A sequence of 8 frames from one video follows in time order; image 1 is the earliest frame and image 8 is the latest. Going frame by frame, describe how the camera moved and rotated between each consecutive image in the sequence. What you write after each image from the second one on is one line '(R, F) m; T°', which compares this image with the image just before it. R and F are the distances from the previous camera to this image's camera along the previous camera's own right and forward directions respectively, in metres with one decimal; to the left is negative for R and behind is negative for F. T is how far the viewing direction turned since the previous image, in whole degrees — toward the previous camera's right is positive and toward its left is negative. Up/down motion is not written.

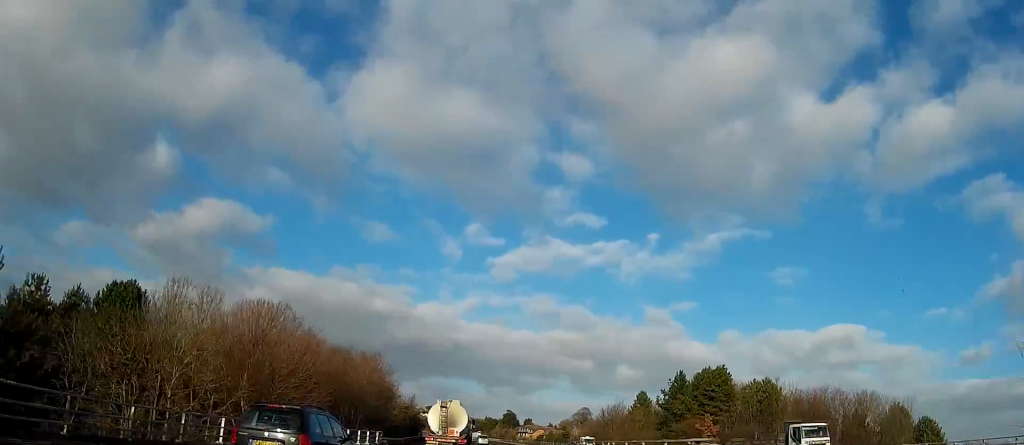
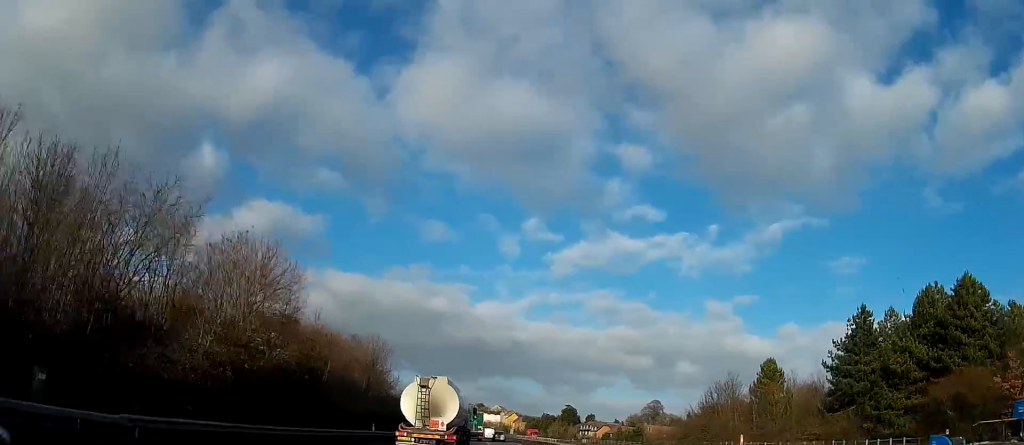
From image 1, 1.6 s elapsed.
(-2.2, +53.4) m; -5°
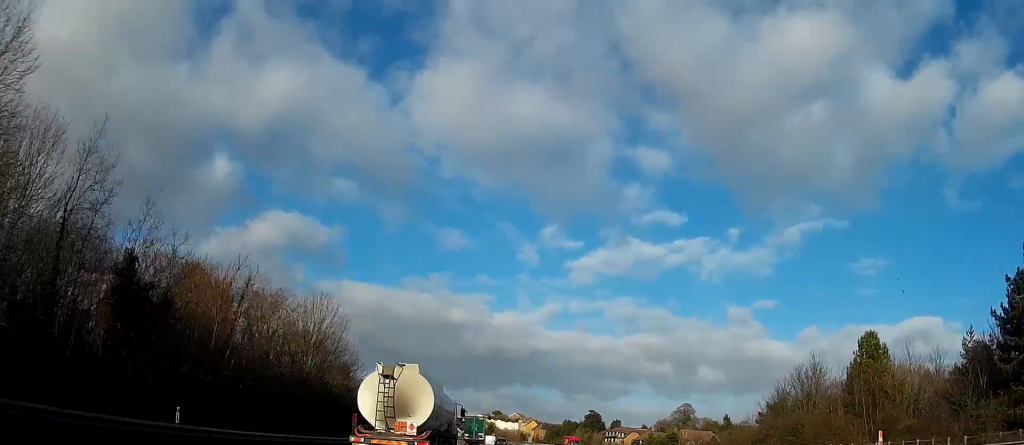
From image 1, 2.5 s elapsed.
(-0.6, +27.5) m; -2°
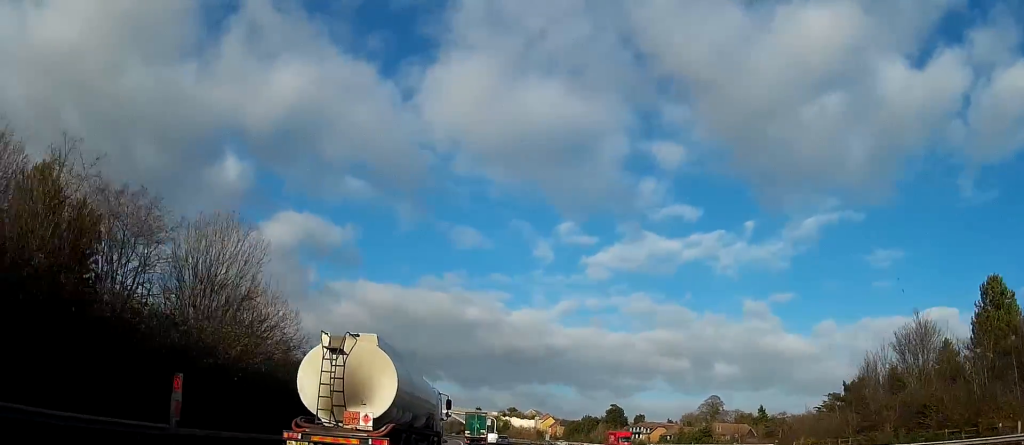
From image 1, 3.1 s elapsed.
(-0.3, +22.0) m; -2°
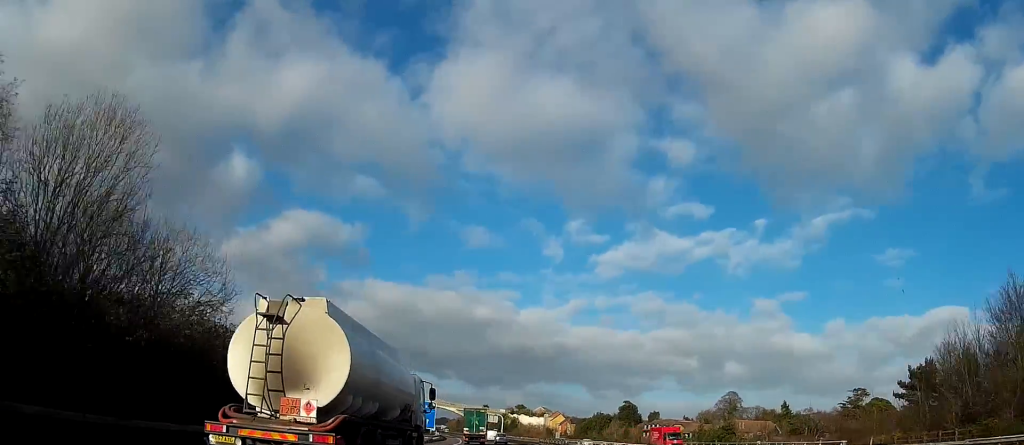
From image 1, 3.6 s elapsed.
(-0.2, +14.3) m; -1°
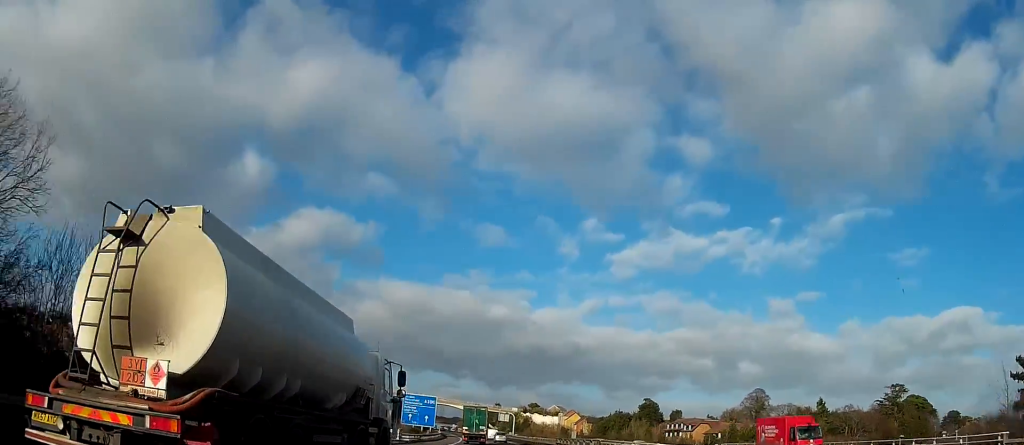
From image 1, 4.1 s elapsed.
(0.0, +18.6) m; -1°
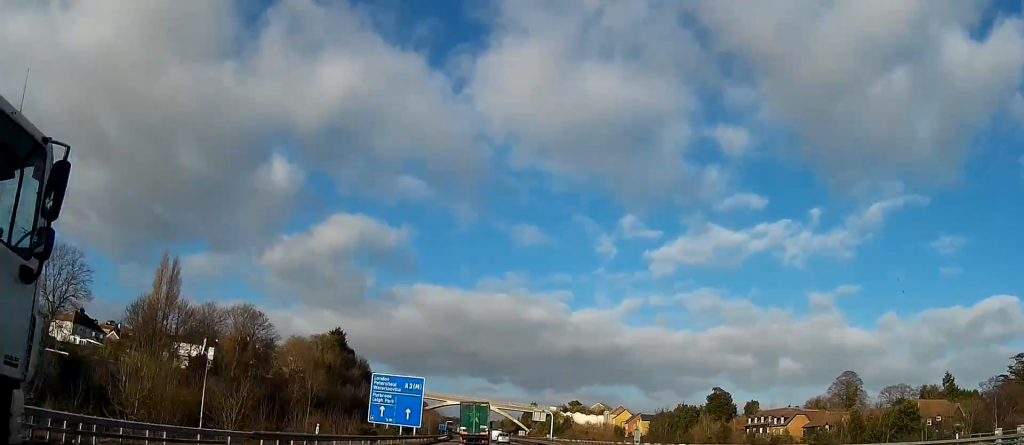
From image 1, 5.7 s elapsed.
(-1.5, +50.7) m; -3°
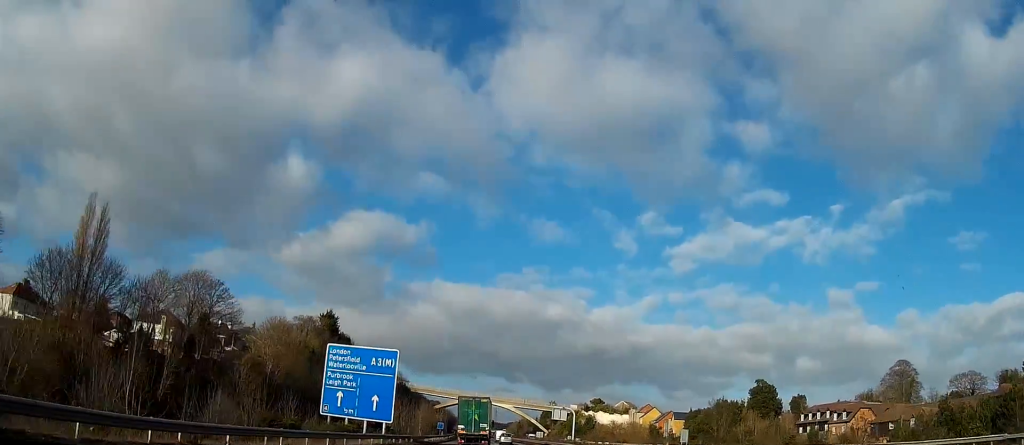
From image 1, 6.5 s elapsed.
(-0.2, +24.7) m; -1°
